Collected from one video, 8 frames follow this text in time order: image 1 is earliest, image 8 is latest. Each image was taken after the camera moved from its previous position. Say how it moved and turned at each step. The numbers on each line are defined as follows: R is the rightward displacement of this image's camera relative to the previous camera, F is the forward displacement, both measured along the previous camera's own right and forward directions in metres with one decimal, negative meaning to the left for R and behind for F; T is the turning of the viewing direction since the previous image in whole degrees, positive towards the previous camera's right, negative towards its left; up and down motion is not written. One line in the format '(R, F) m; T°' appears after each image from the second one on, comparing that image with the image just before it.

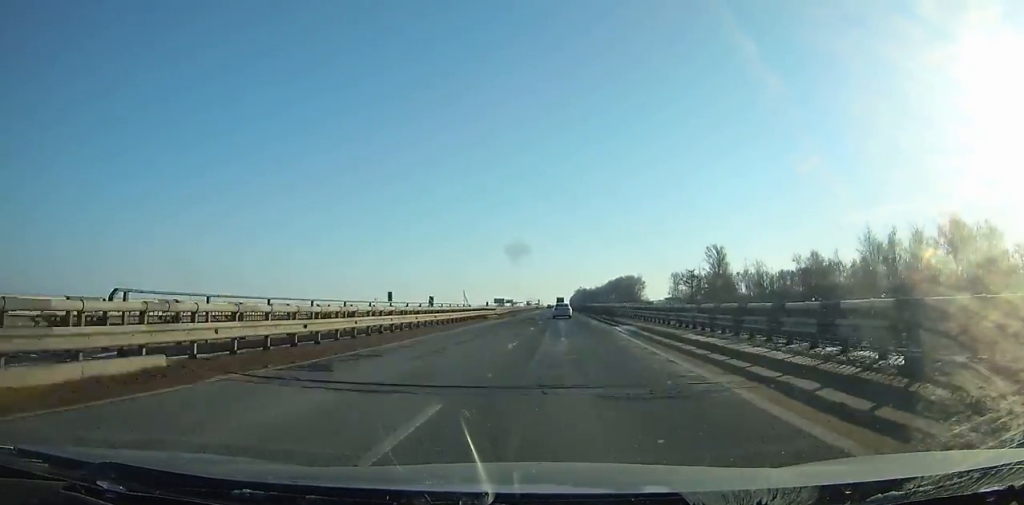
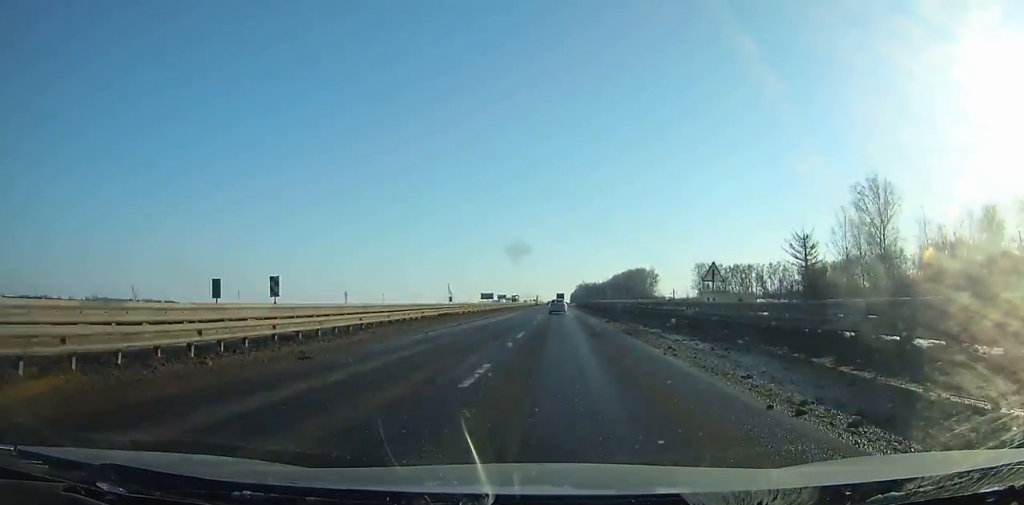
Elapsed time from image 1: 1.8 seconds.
(0.0, +55.5) m; 0°
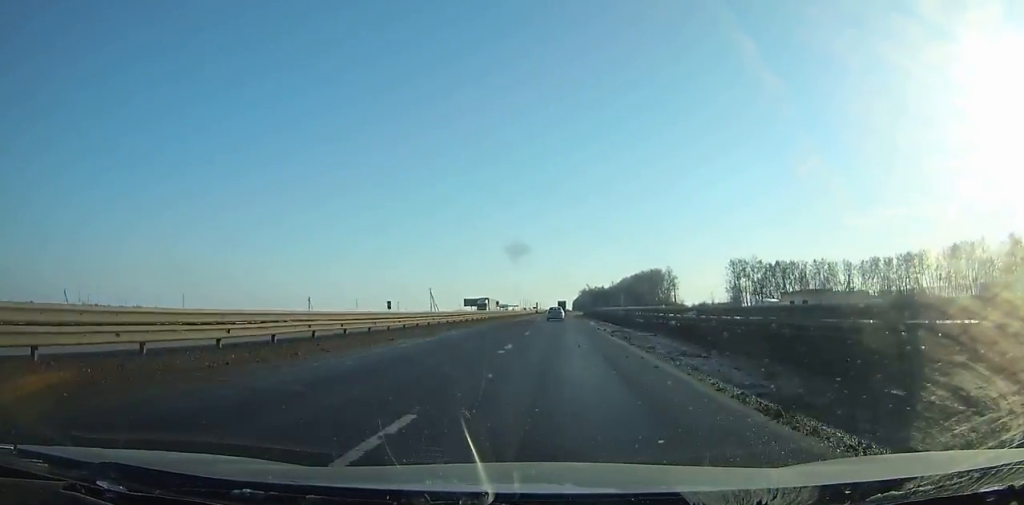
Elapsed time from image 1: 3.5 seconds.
(-0.1, +52.1) m; 0°
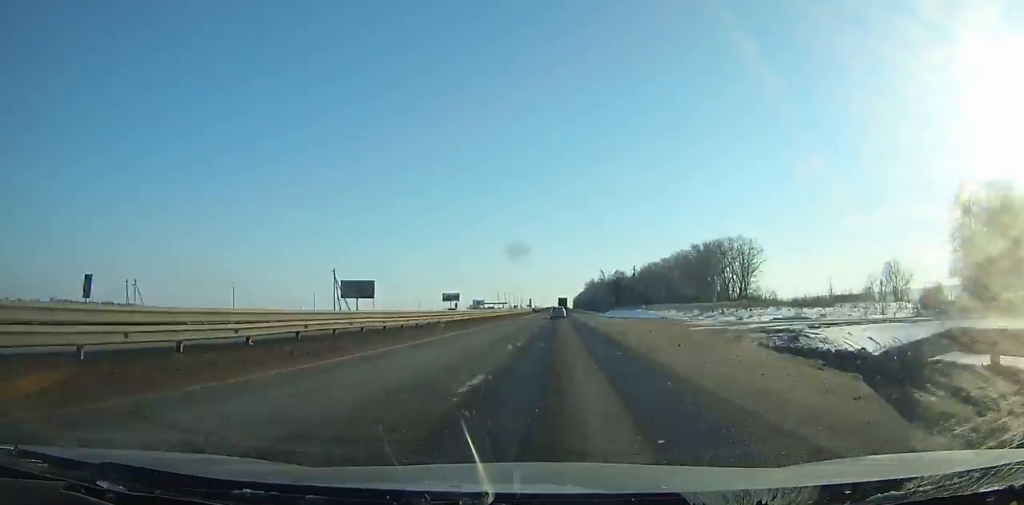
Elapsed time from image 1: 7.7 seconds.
(0.0, +128.9) m; 0°
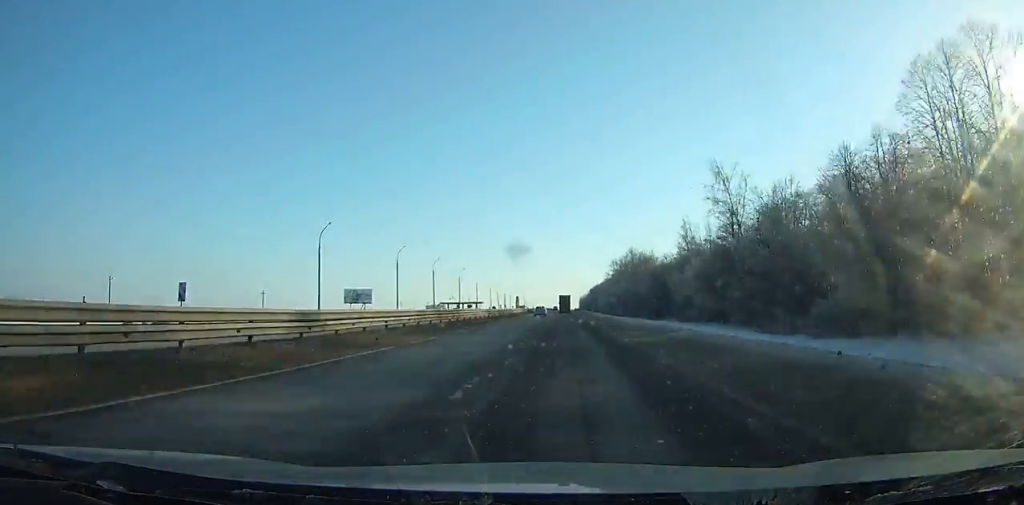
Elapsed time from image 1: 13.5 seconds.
(+0.3, +181.0) m; 0°
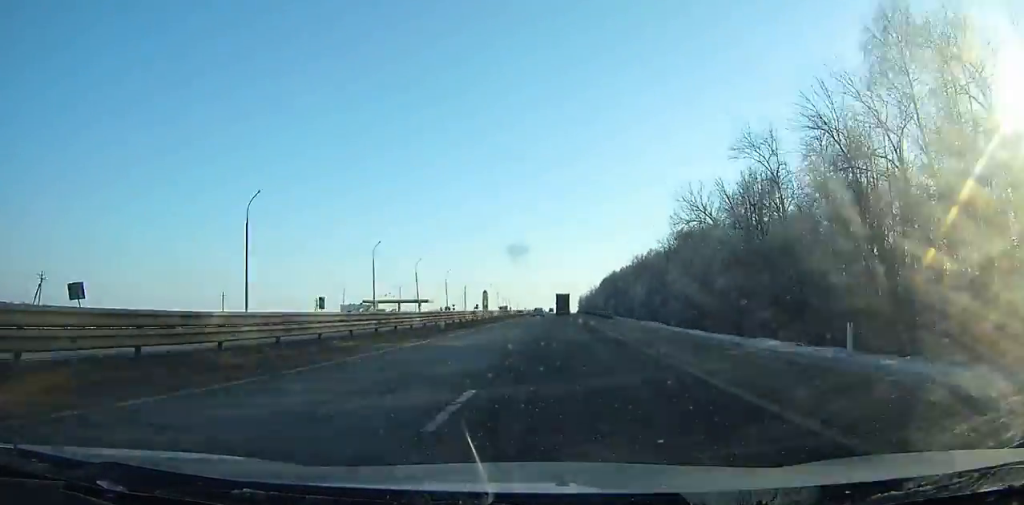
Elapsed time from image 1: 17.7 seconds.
(-0.6, +134.3) m; -1°
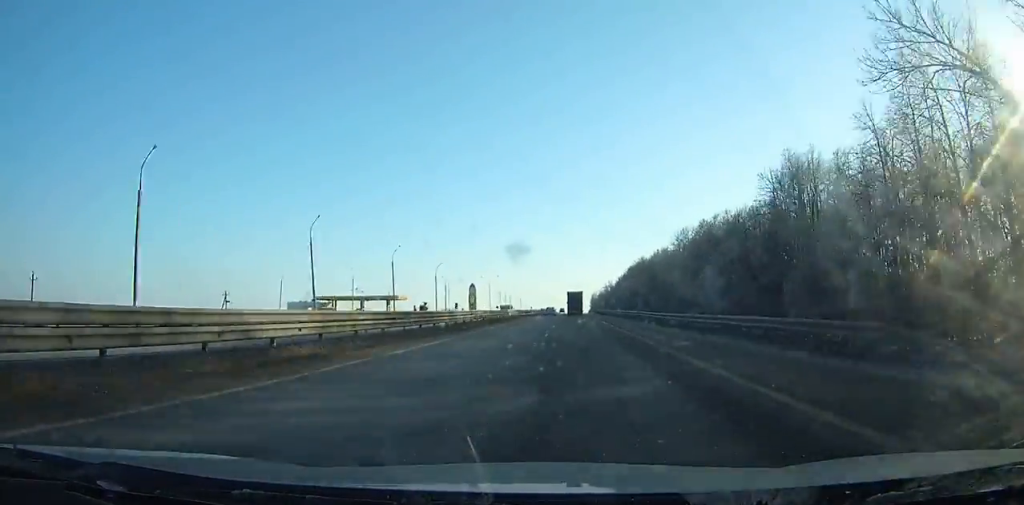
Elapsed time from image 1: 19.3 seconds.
(-0.3, +52.1) m; 0°
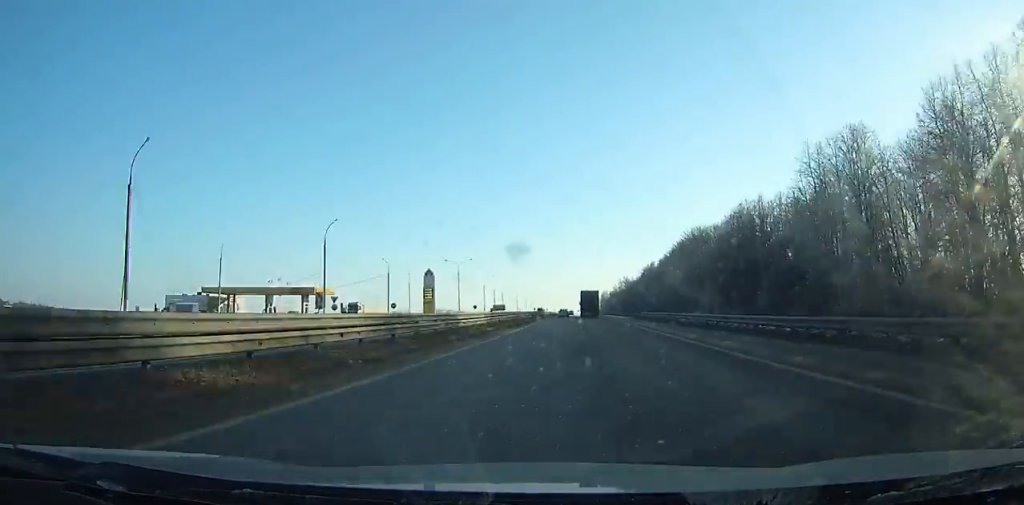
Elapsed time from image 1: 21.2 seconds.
(-0.1, +62.4) m; 0°
